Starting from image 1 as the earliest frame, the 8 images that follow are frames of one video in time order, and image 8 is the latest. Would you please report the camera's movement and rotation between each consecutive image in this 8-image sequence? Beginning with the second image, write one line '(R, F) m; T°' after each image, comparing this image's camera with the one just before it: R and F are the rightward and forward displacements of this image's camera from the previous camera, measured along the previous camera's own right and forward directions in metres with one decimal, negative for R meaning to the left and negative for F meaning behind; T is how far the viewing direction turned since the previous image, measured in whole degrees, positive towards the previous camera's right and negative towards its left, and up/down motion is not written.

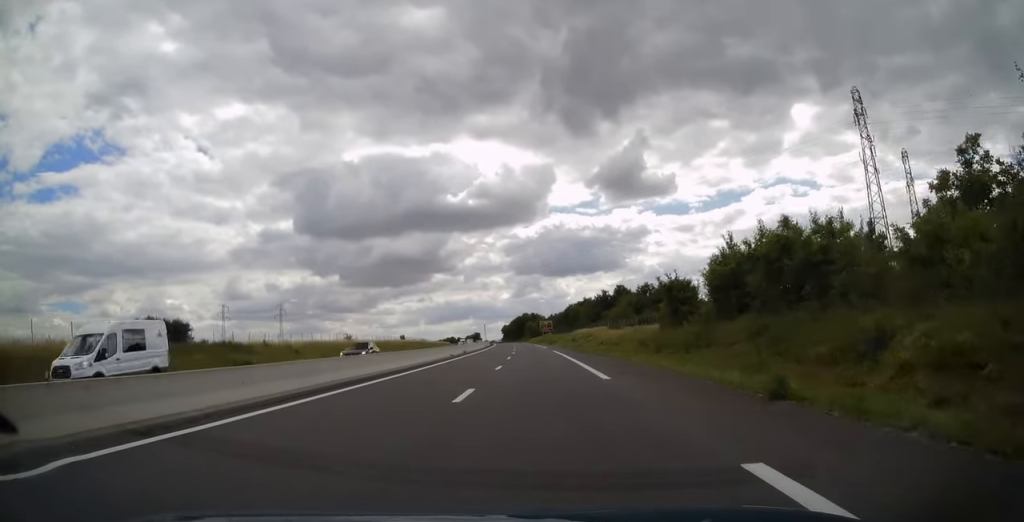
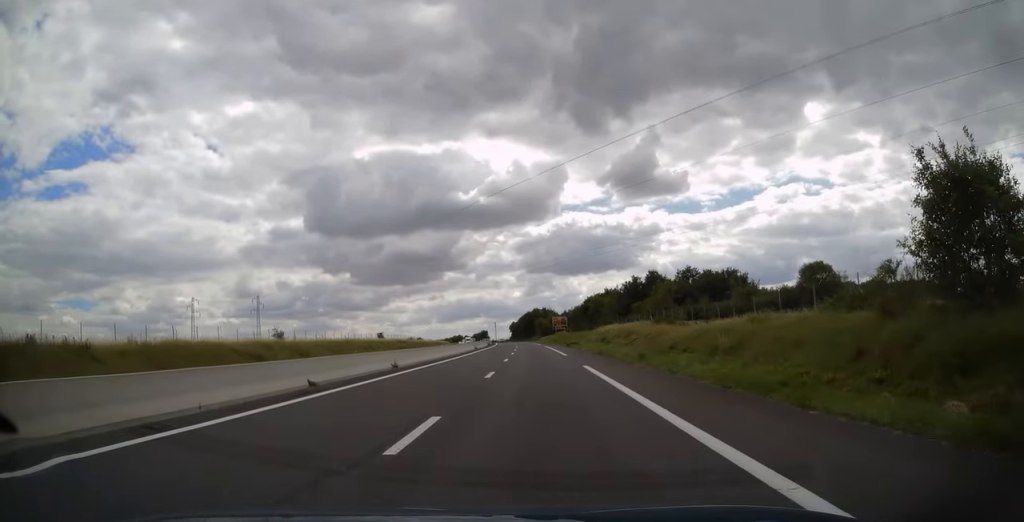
(-0.5, +31.3) m; -1°
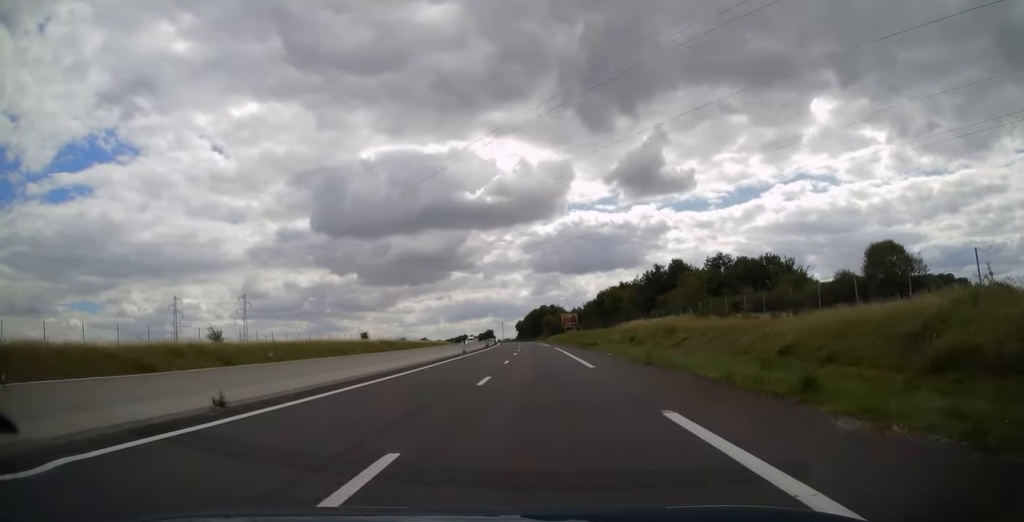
(-0.1, +16.1) m; 0°
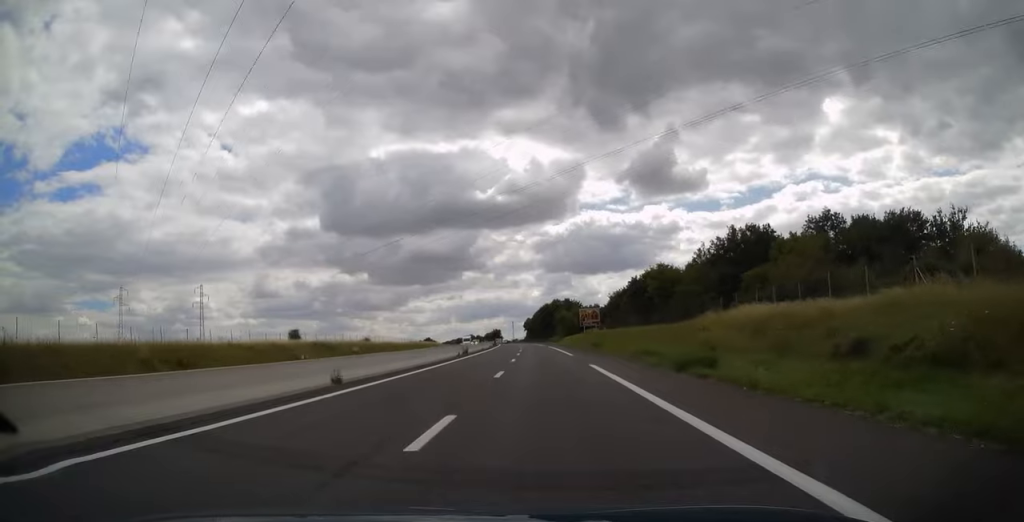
(-0.2, +35.1) m; -1°
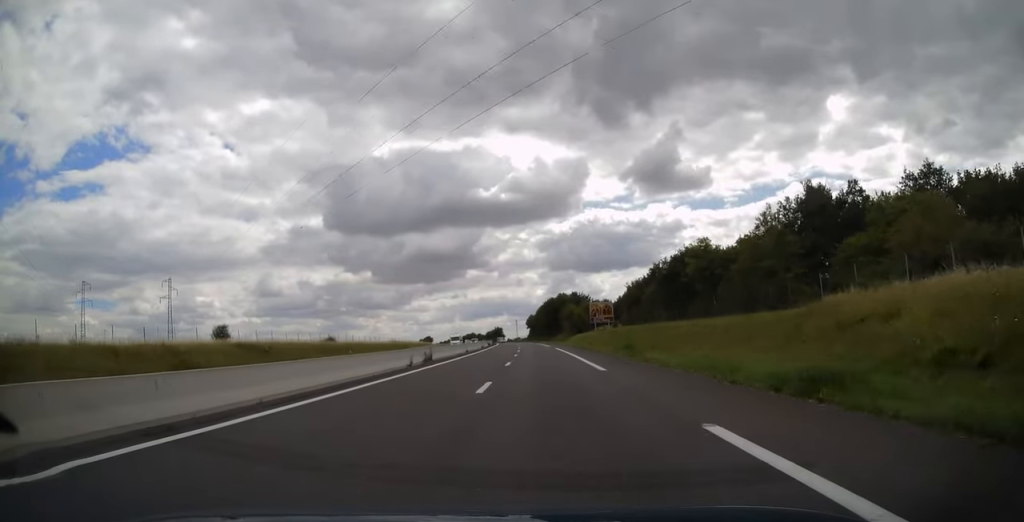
(-0.2, +18.5) m; -1°
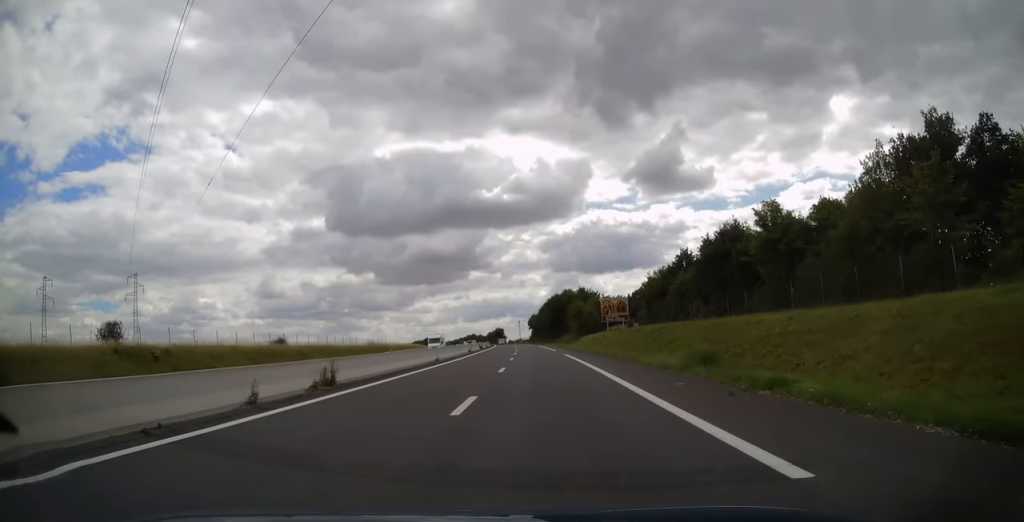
(-0.1, +16.6) m; -1°
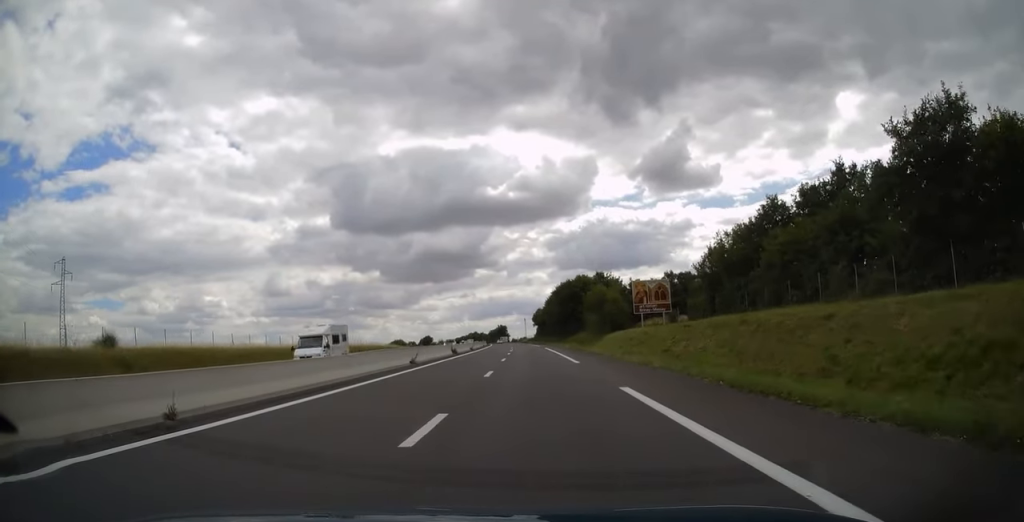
(-0.1, +28.8) m; 0°
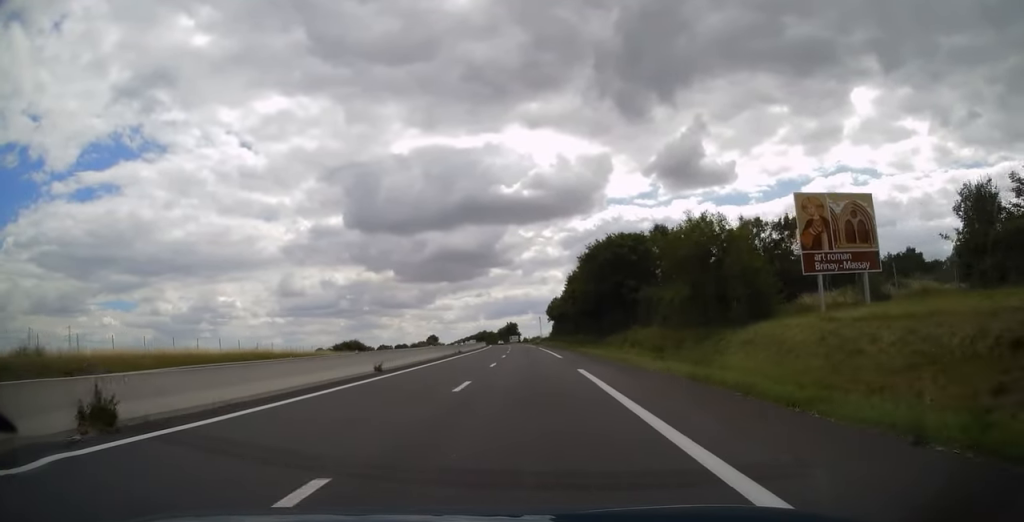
(-0.5, +43.6) m; -1°
